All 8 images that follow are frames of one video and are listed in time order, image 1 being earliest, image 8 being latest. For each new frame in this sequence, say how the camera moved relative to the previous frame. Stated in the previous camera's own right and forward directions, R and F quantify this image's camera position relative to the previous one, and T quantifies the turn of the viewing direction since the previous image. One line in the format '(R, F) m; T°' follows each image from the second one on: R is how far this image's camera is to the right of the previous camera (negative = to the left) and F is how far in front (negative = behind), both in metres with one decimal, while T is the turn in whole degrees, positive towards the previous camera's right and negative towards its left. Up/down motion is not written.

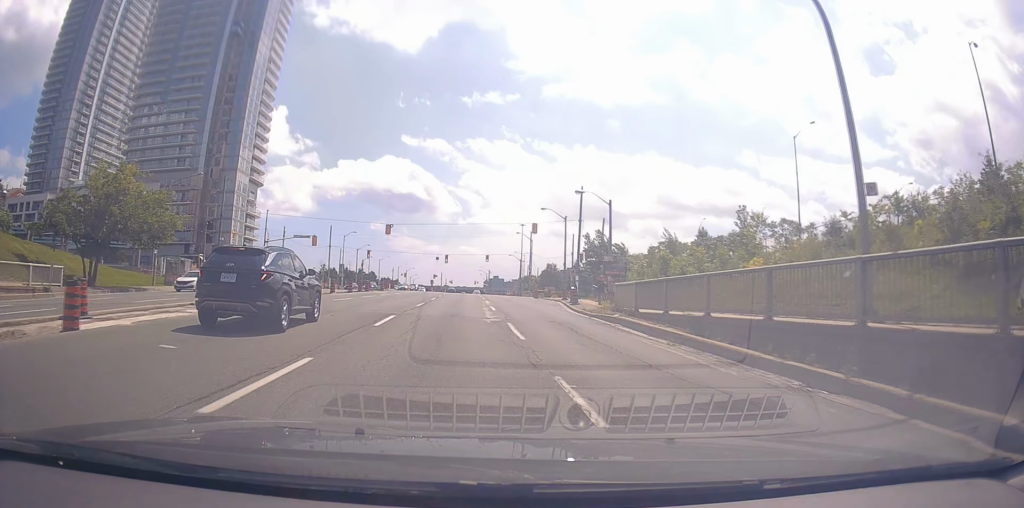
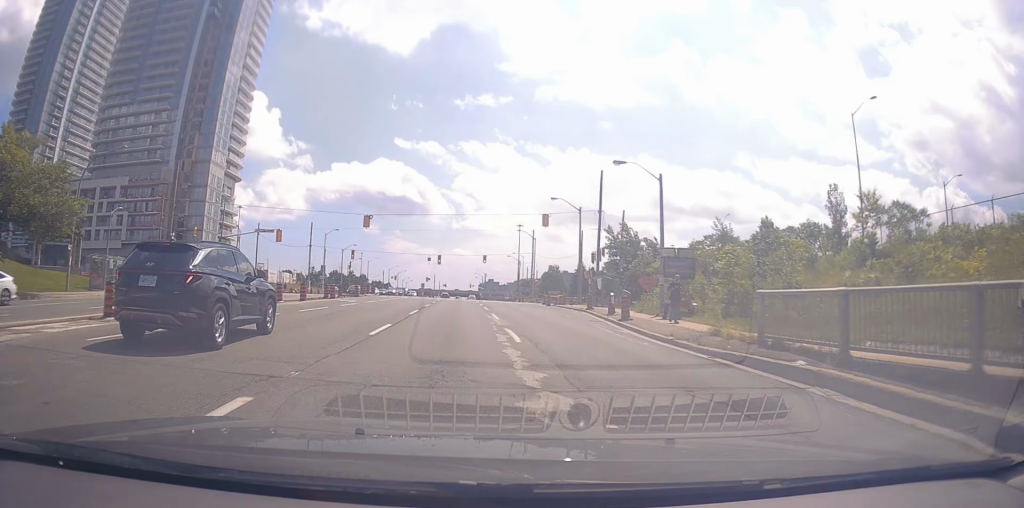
(+0.1, +11.5) m; +1°
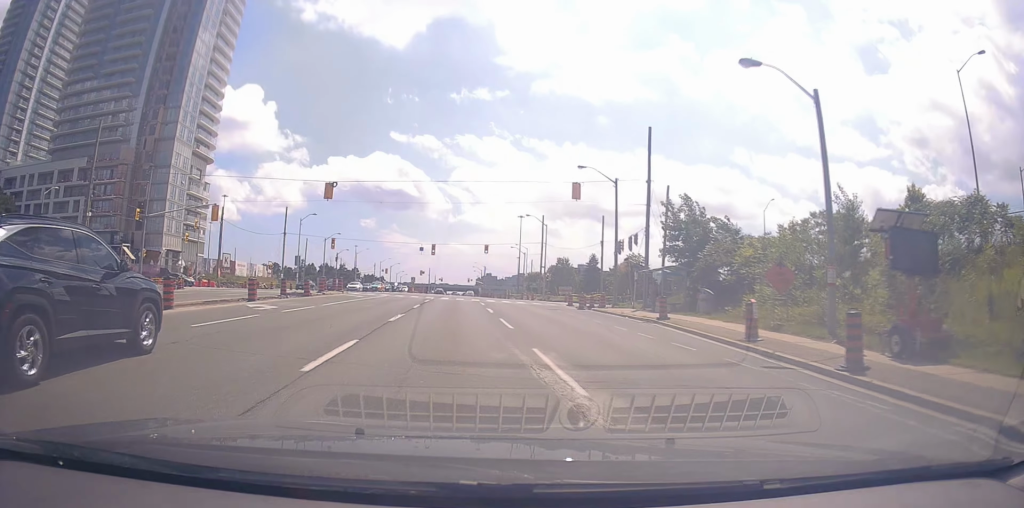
(+0.1, +14.5) m; +1°
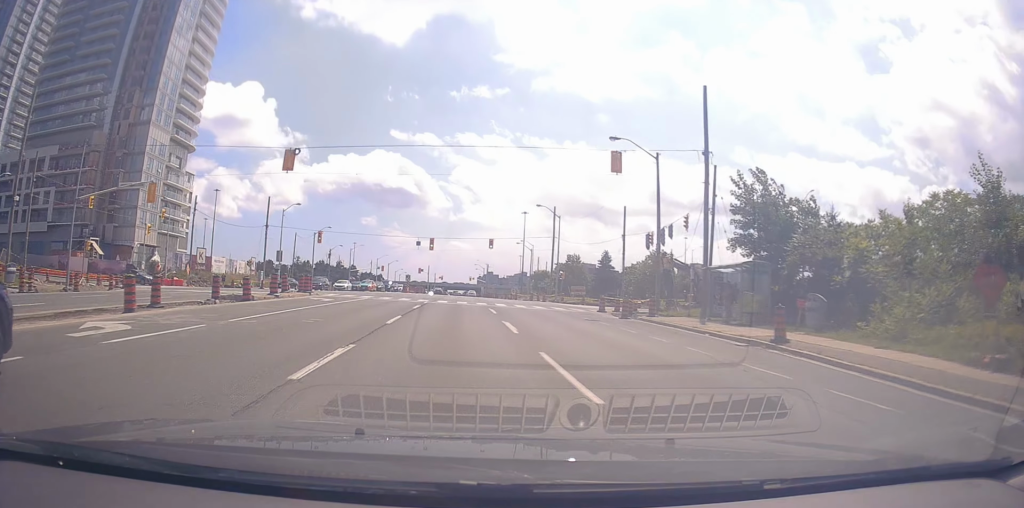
(+0.1, +9.6) m; 0°
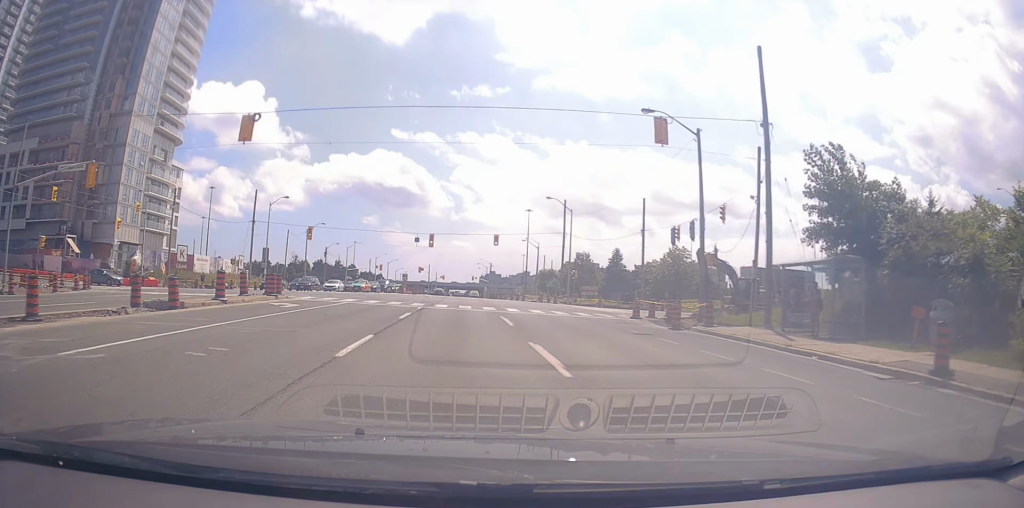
(0.0, +6.5) m; 0°
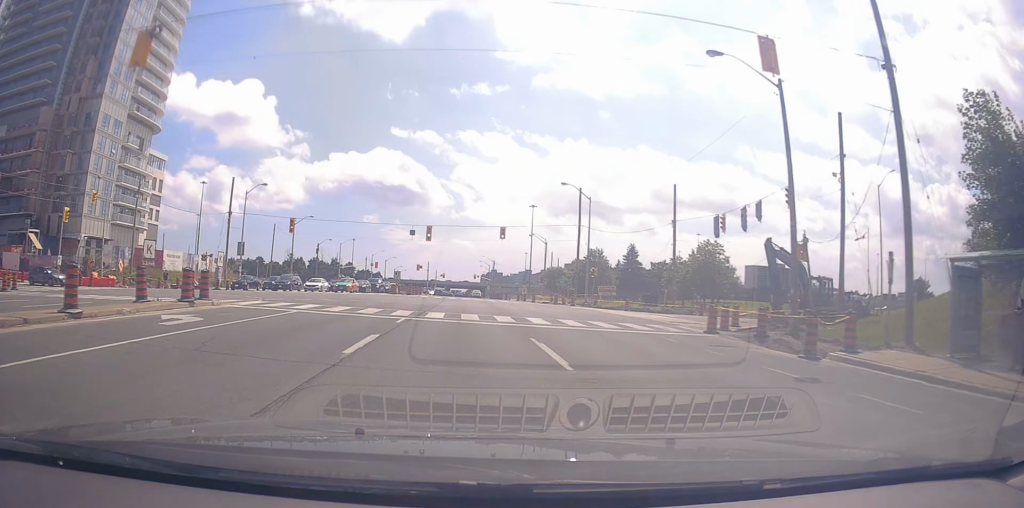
(0.0, +9.0) m; 0°
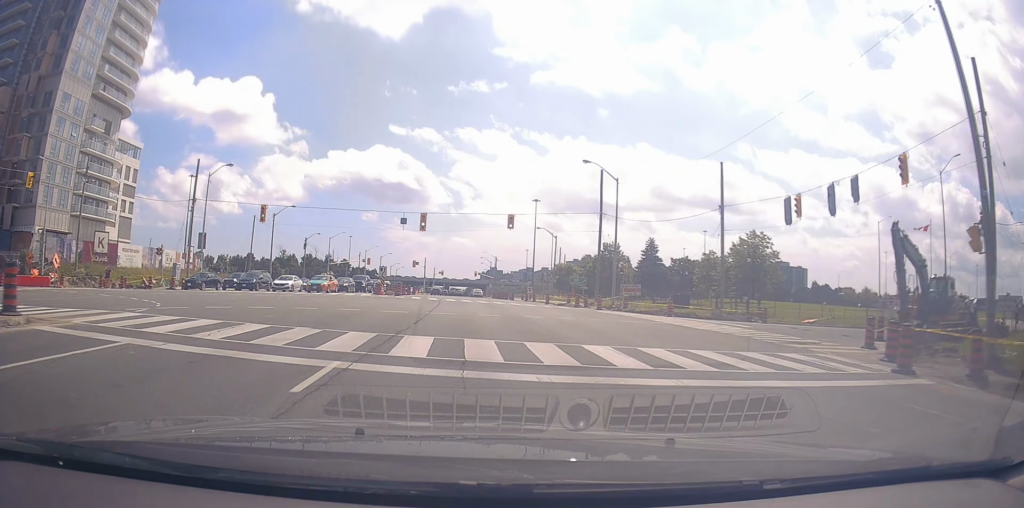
(-0.1, +10.3) m; 0°
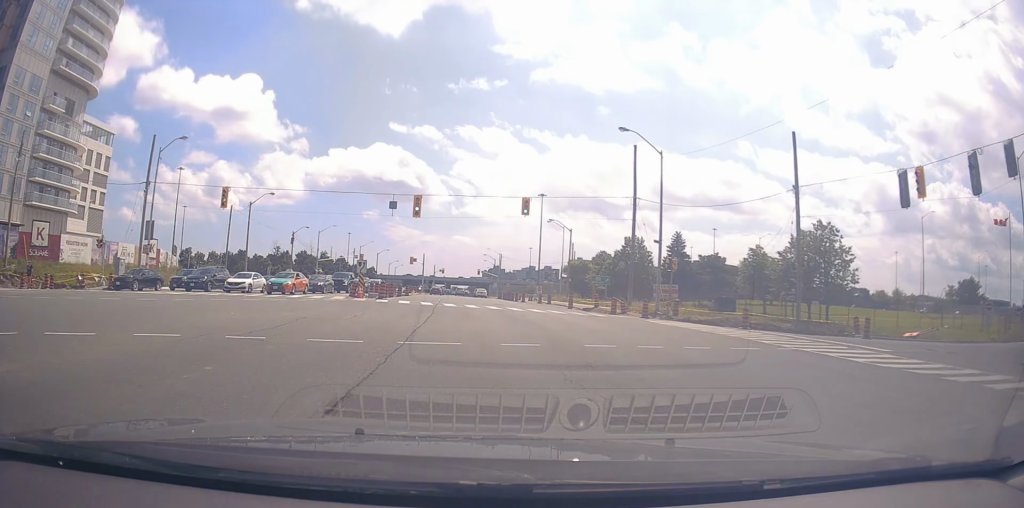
(0.0, +10.8) m; -1°
